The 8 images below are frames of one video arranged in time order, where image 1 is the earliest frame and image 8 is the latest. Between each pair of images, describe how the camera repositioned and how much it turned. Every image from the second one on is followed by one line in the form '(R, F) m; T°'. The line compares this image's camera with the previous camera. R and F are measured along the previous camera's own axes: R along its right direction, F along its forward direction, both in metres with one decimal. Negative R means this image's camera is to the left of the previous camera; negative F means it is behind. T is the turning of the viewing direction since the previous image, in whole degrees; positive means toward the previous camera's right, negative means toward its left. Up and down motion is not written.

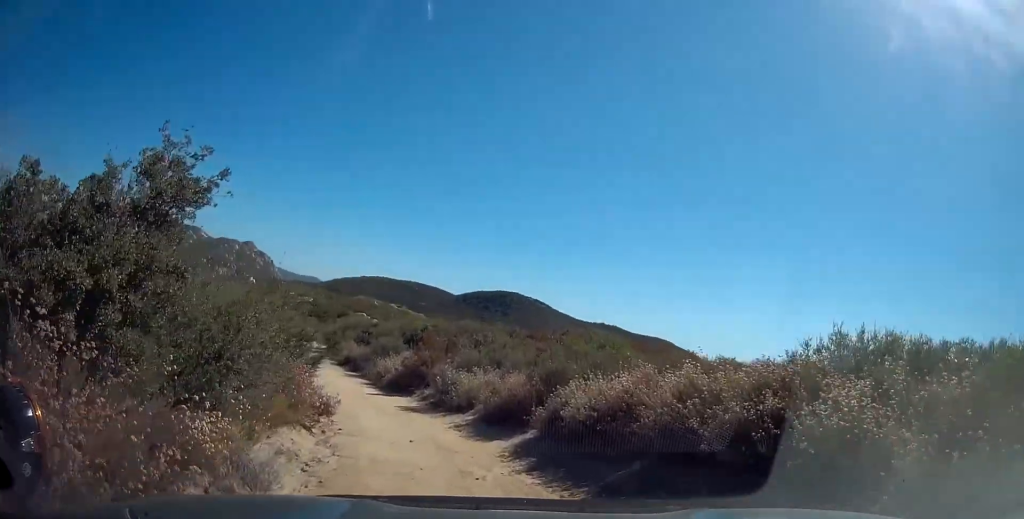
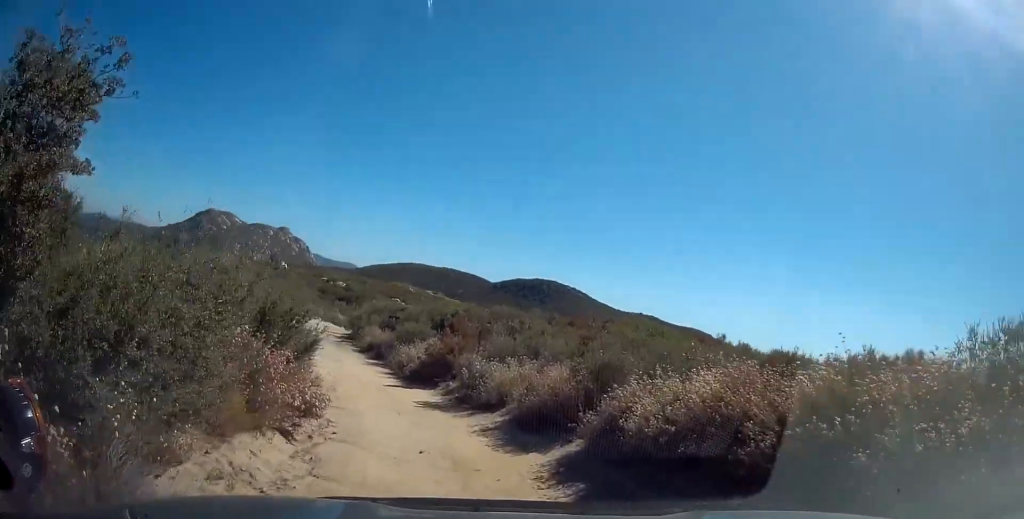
(0.0, +2.6) m; -1°
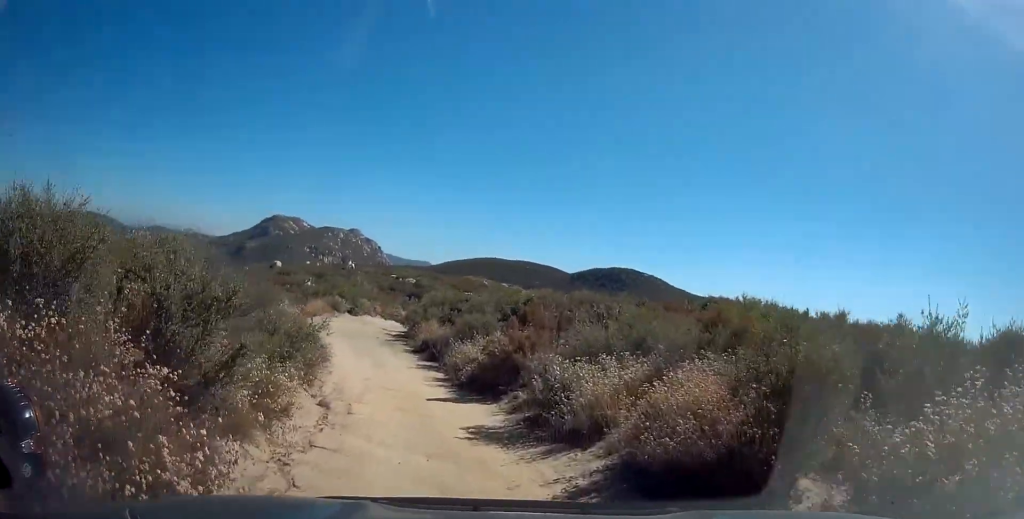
(-0.1, +5.1) m; -2°
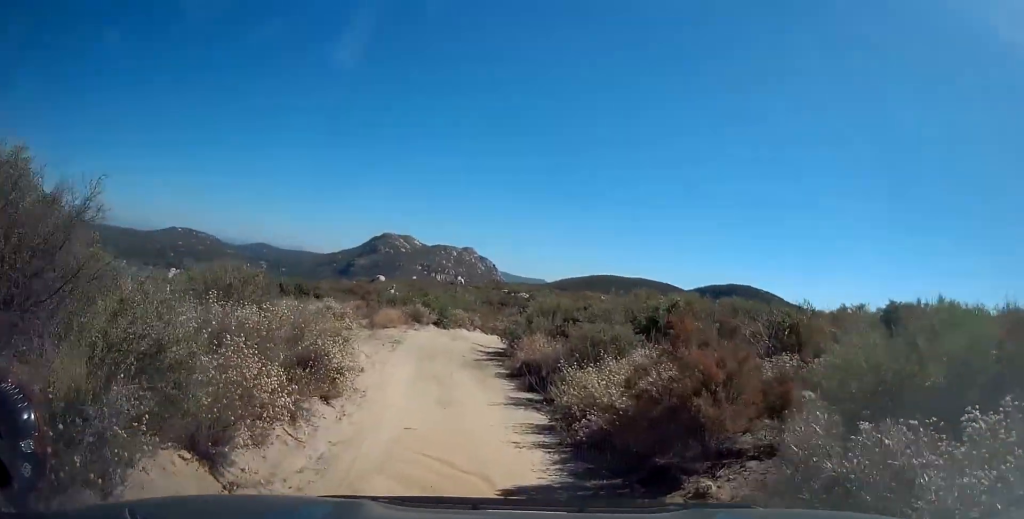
(-0.2, +6.9) m; -11°
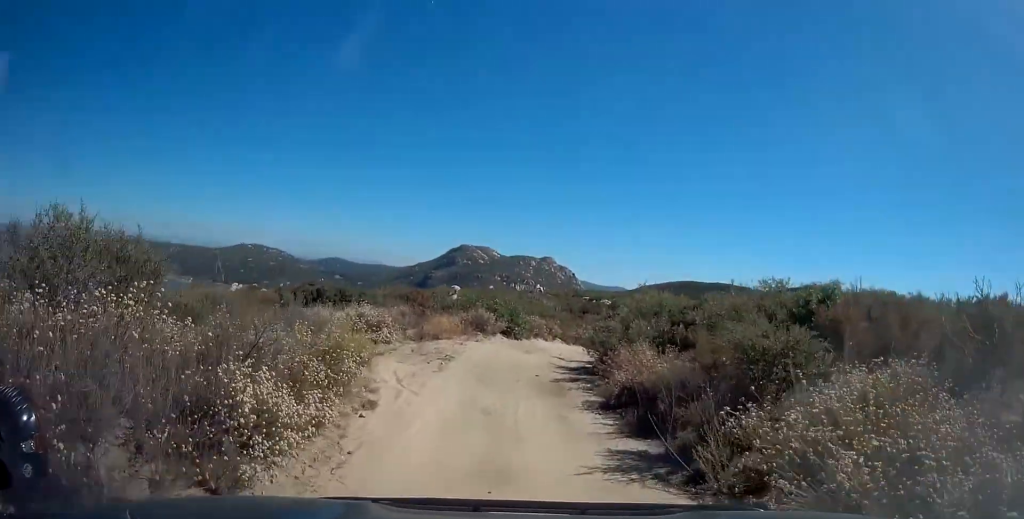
(-0.7, +5.4) m; -14°
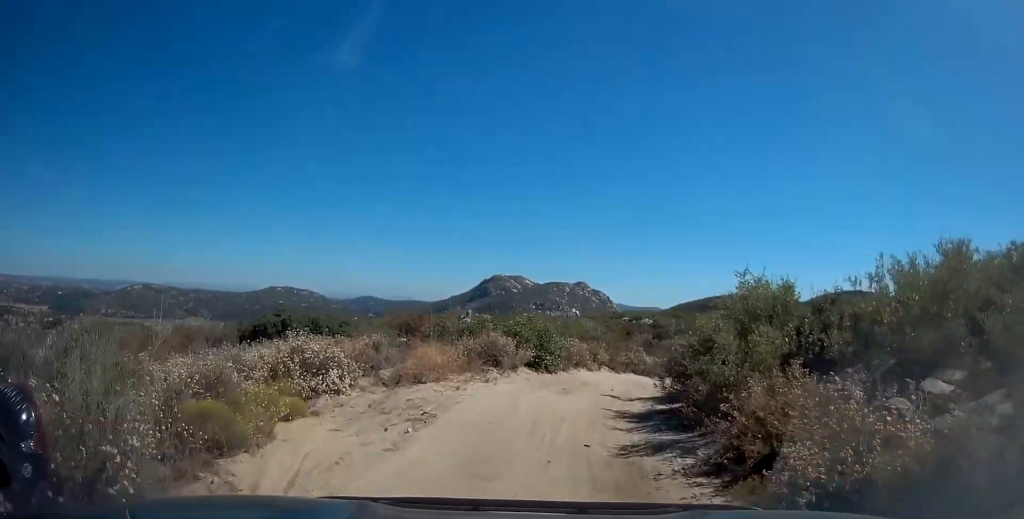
(-0.6, +7.2) m; 0°
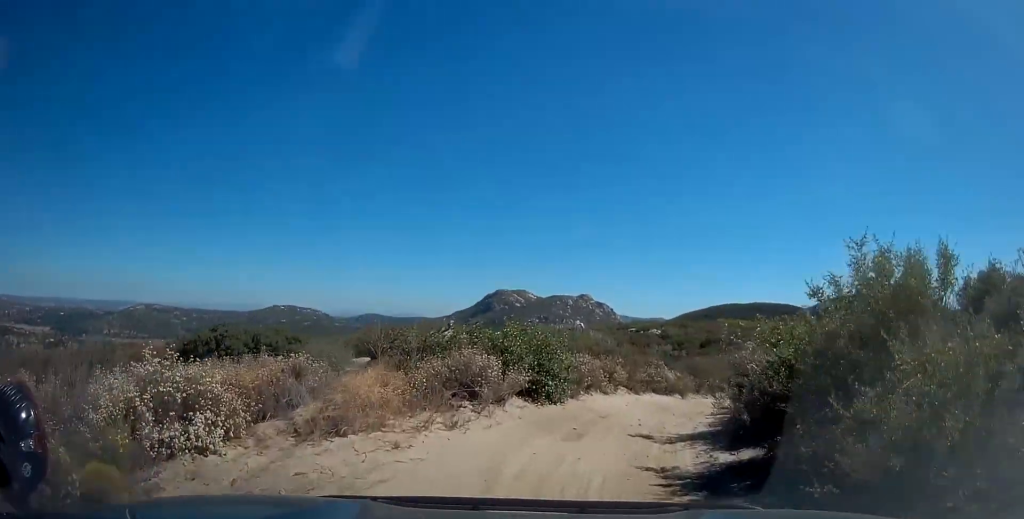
(+0.5, +4.8) m; 0°
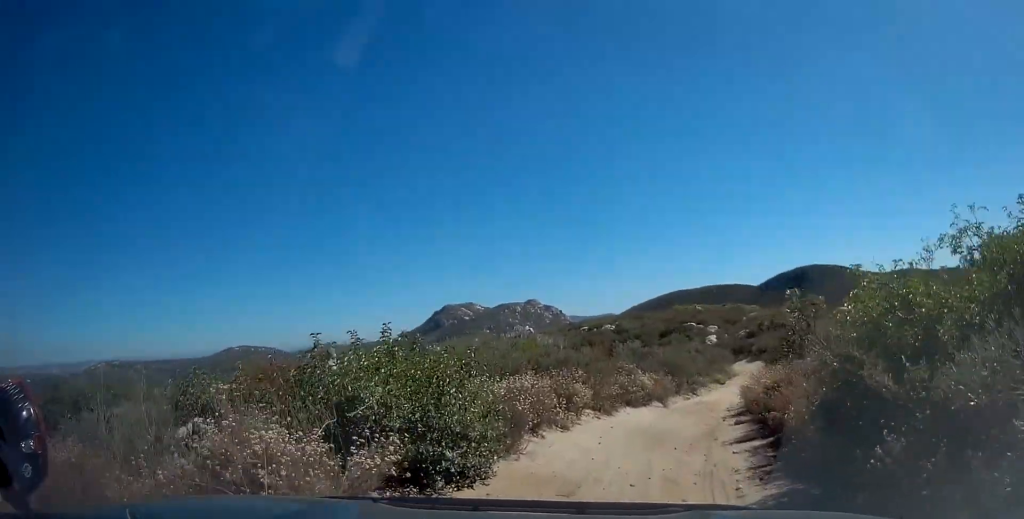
(-0.5, +6.4) m; 0°
